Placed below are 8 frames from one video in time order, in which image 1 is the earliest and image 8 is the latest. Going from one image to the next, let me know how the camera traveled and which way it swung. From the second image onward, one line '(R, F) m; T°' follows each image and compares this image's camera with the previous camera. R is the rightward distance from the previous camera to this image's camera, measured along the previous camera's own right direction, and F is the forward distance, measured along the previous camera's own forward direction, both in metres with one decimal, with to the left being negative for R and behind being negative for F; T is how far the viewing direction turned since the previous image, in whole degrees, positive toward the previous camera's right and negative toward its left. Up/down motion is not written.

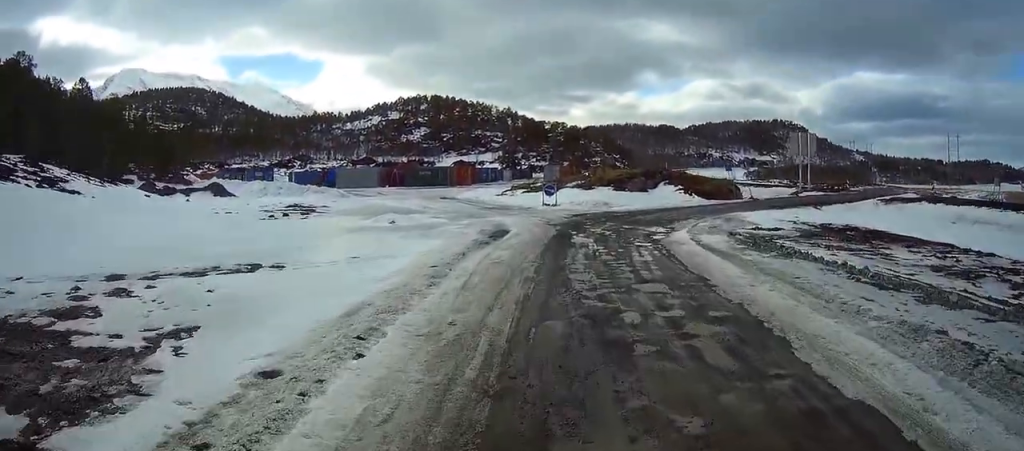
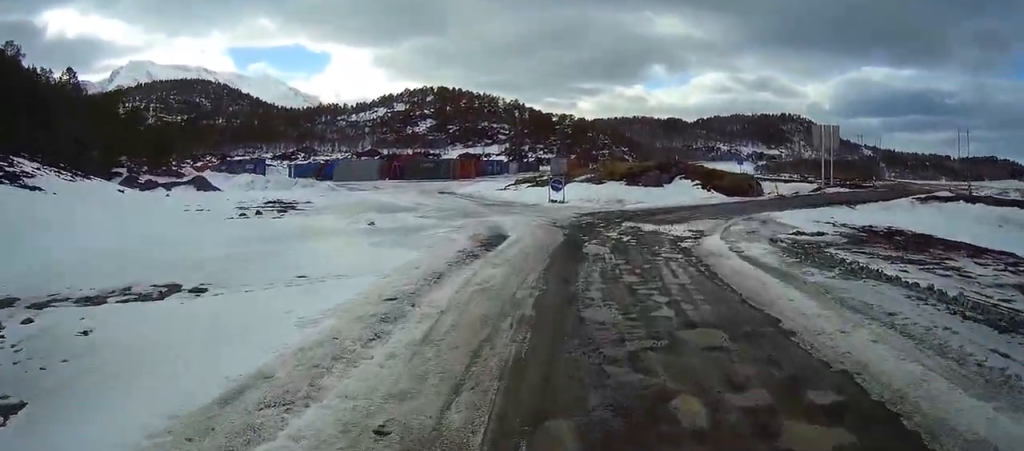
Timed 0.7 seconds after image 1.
(0.0, +4.8) m; -2°
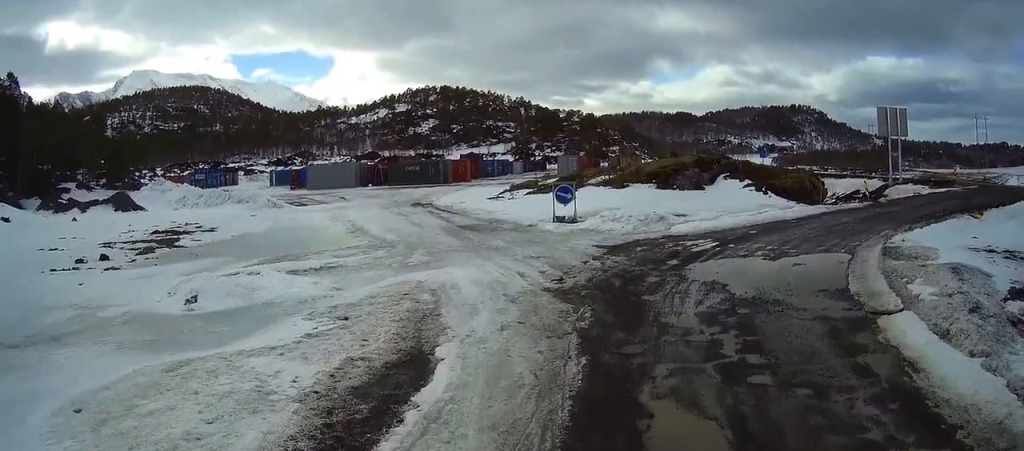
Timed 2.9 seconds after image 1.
(-0.5, +13.5) m; -2°
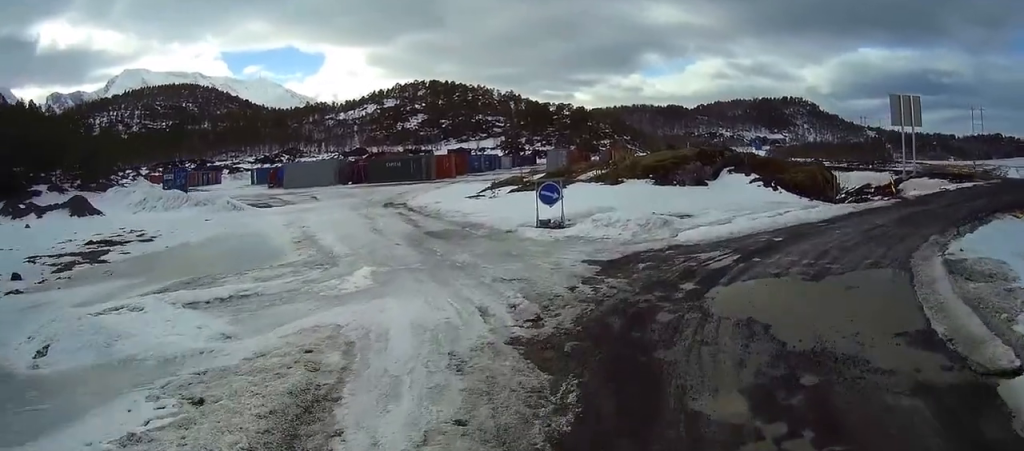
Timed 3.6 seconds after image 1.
(0.0, +4.0) m; +1°
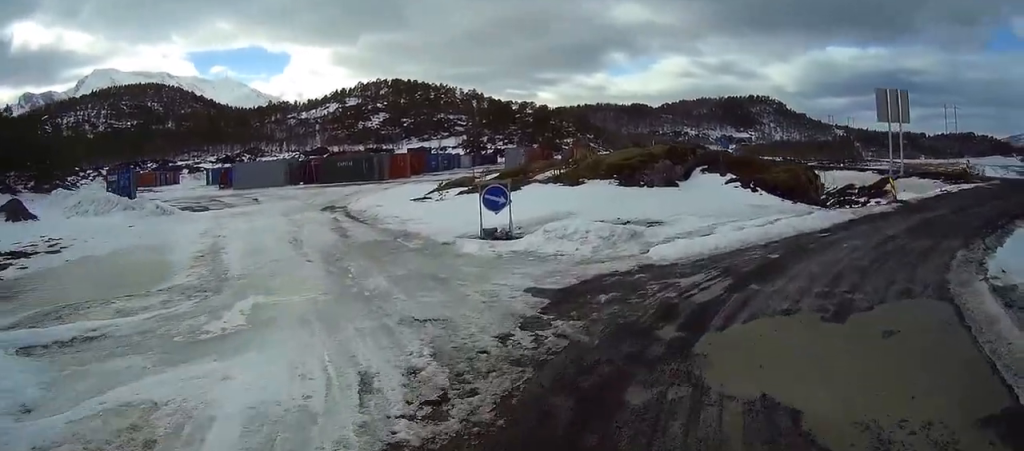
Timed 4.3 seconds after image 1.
(+0.1, +3.6) m; +3°
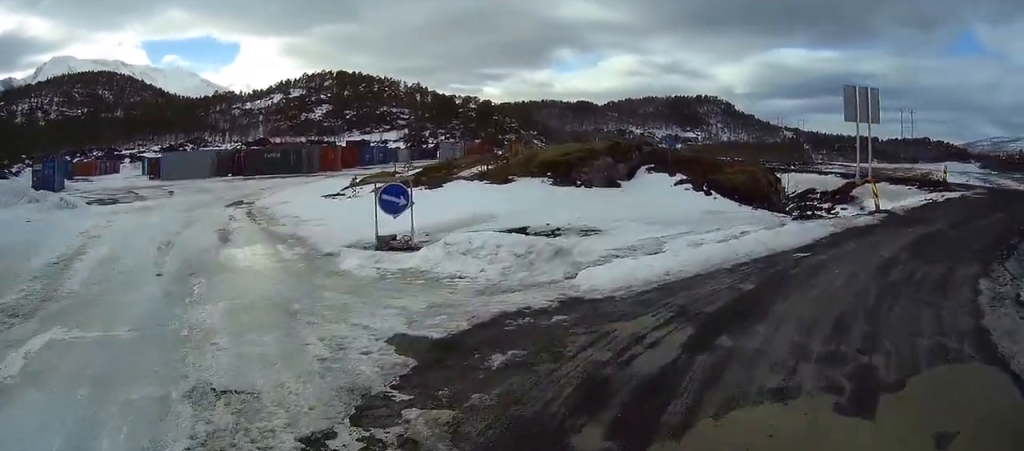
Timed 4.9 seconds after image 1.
(+0.1, +3.7) m; +4°
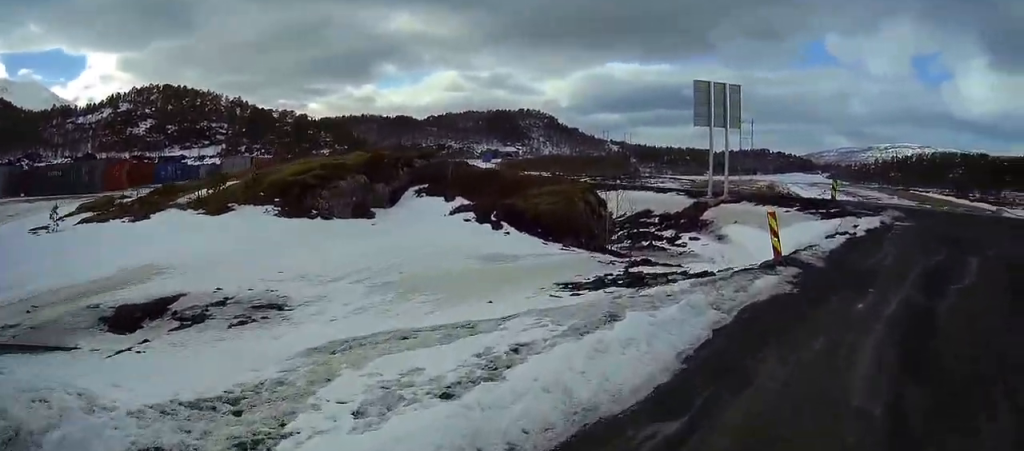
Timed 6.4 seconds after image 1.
(+0.9, +8.5) m; +14°
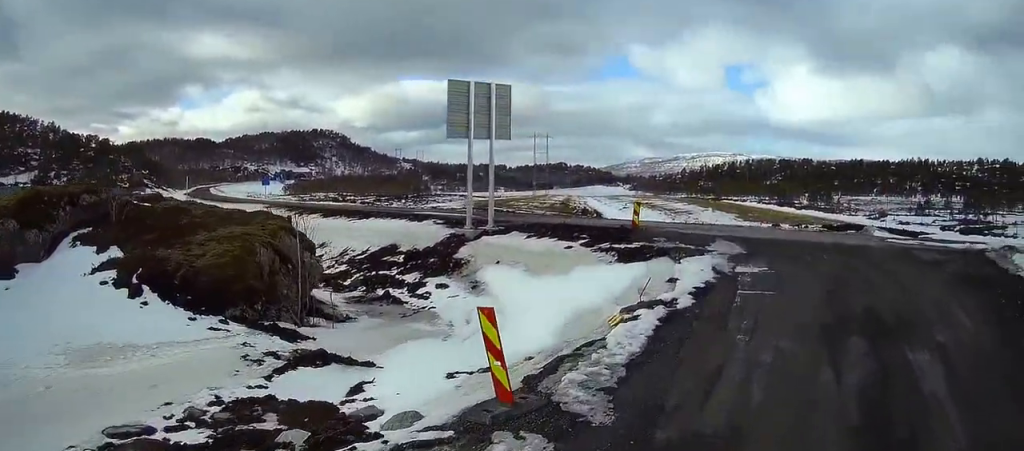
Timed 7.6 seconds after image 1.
(+0.9, +7.0) m; +14°
